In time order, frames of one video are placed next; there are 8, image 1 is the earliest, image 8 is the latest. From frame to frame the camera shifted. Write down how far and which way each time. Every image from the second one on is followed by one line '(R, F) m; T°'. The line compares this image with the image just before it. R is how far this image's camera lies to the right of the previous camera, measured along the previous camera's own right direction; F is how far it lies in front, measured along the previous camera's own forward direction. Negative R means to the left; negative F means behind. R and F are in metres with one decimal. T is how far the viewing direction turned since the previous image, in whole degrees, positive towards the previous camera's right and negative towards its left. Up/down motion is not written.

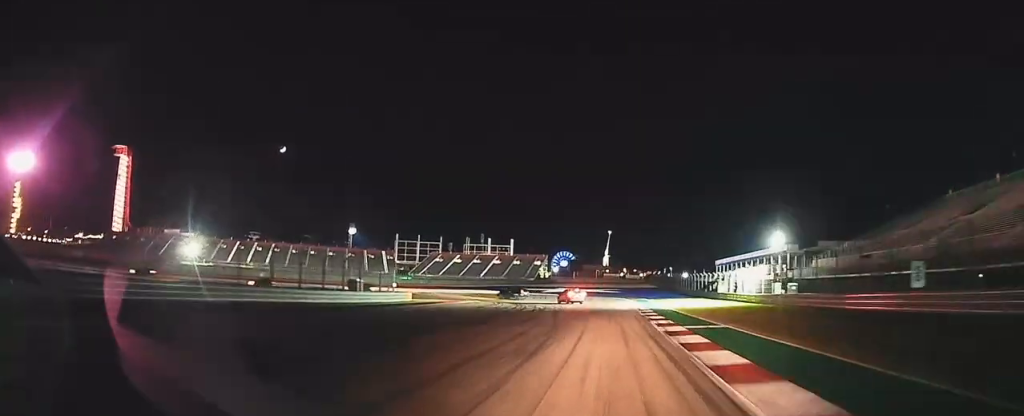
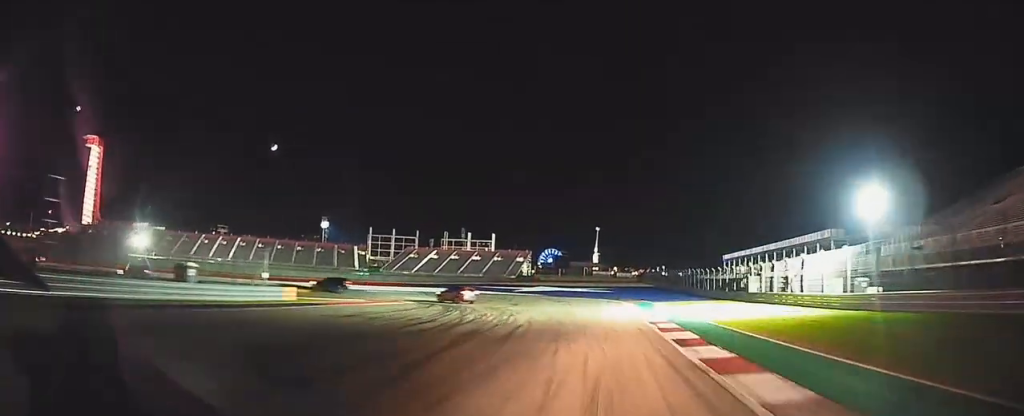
(+2.6, +20.6) m; -8°
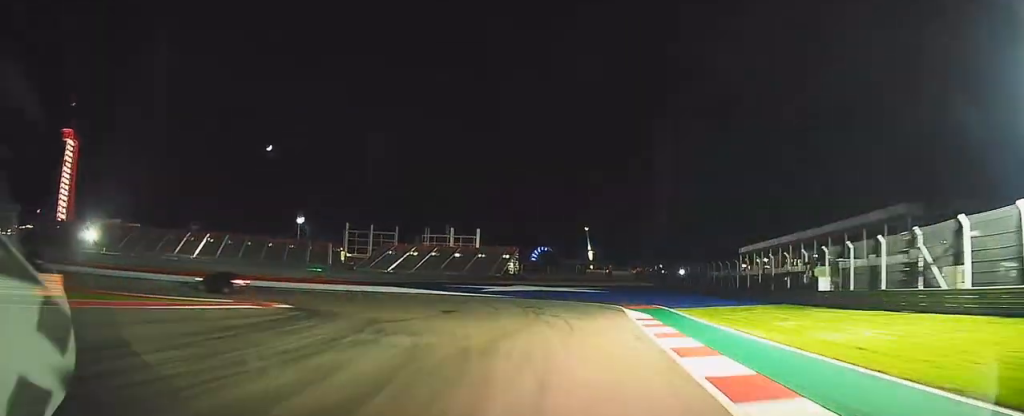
(-0.2, +19.3) m; -17°
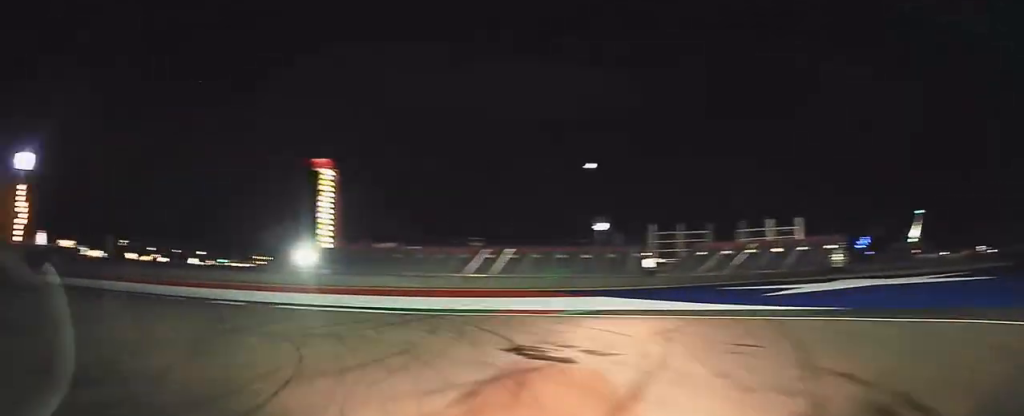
(-11.9, +33.8) m; -58°
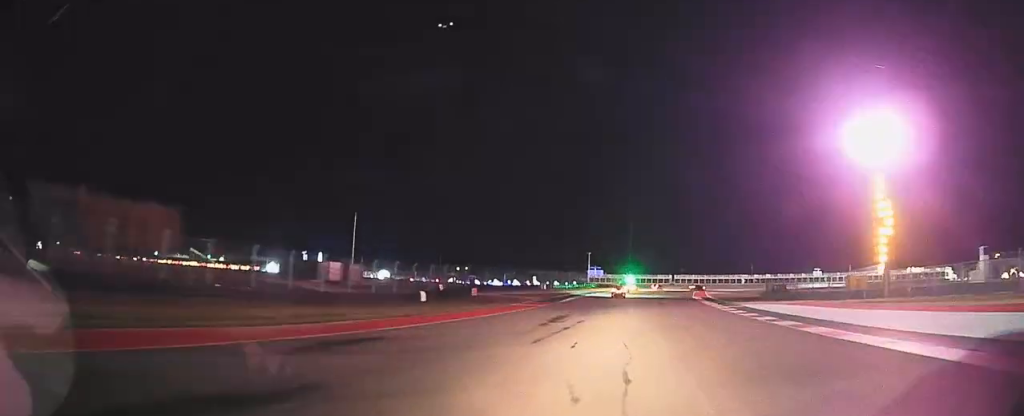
(-37.7, +57.7) m; -34°
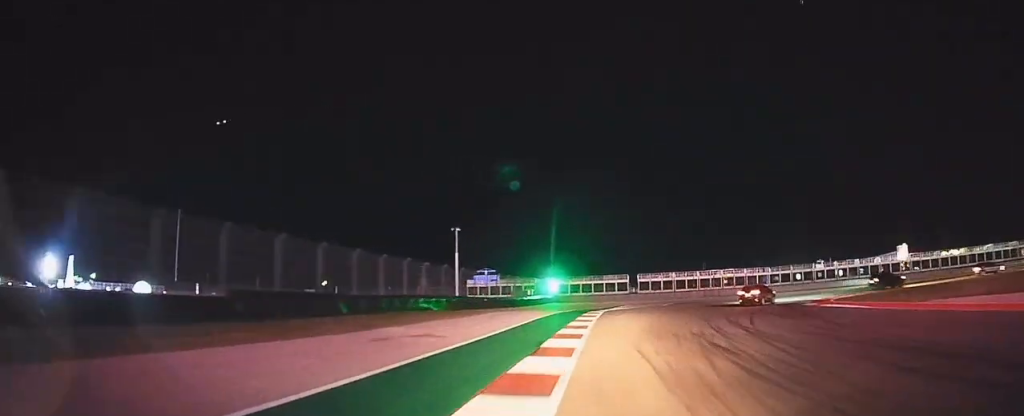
(+6.2, +90.3) m; +27°
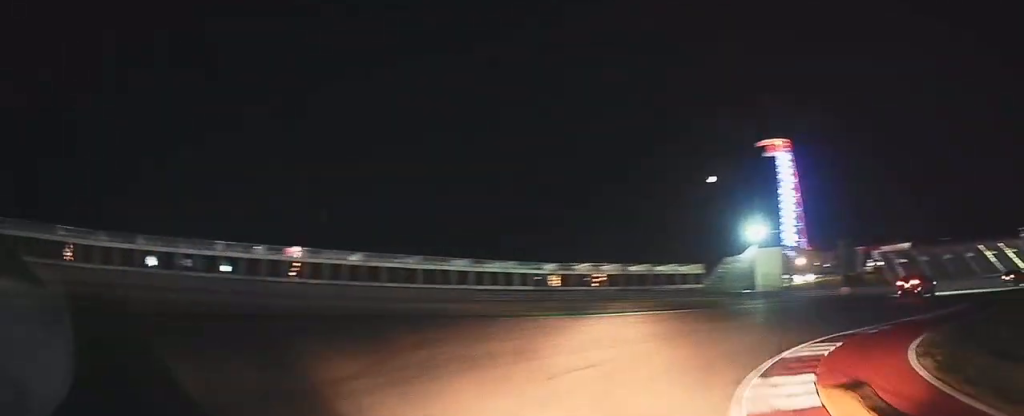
(+26.9, +38.6) m; +78°
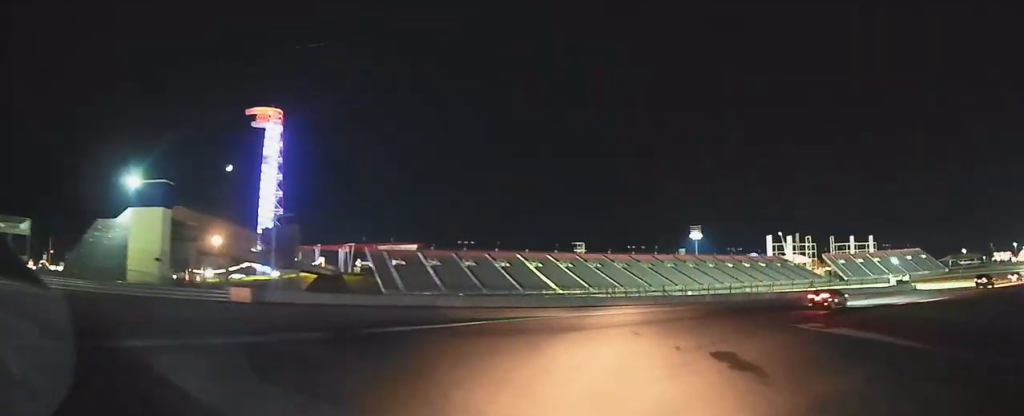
(+22.0, +38.3) m; +52°
